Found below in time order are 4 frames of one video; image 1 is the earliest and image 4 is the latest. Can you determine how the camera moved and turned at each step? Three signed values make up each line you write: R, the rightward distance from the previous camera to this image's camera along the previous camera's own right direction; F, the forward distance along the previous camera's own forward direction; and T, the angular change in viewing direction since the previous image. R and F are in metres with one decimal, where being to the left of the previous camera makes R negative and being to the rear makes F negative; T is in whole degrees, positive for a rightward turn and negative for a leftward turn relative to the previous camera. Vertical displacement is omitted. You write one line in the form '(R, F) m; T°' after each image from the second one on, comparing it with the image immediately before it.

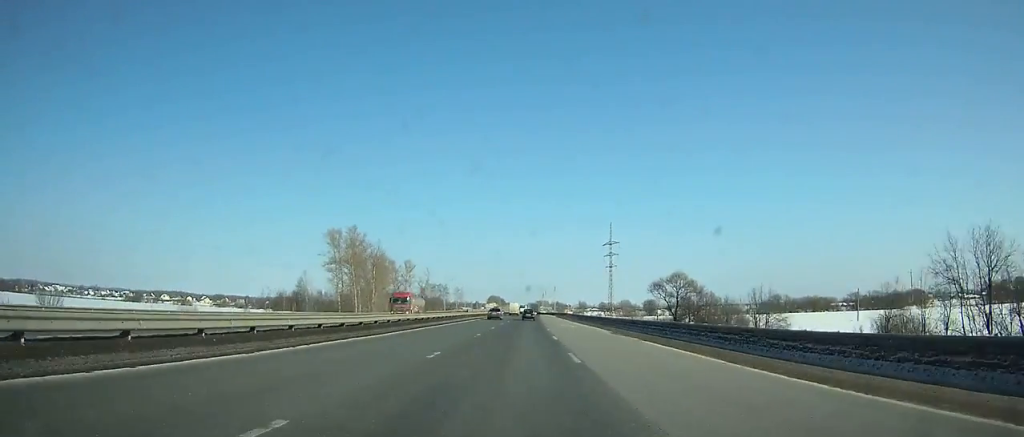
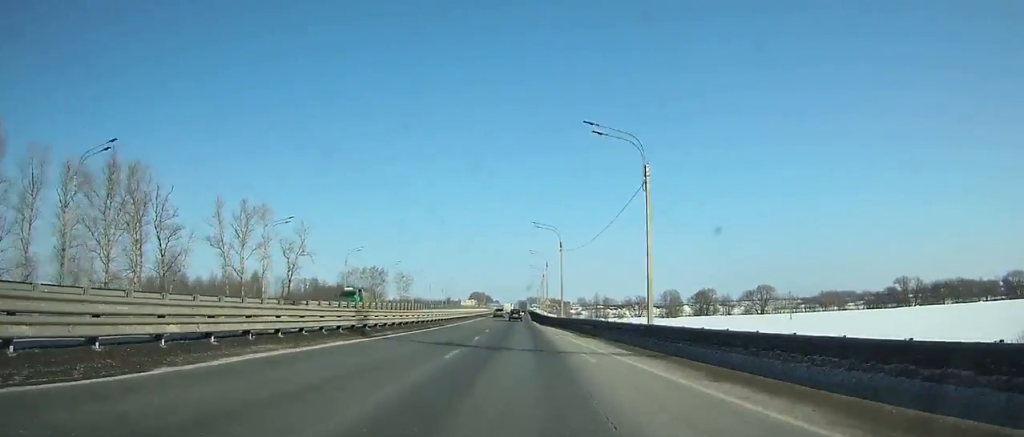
(+1.1, +156.5) m; 0°
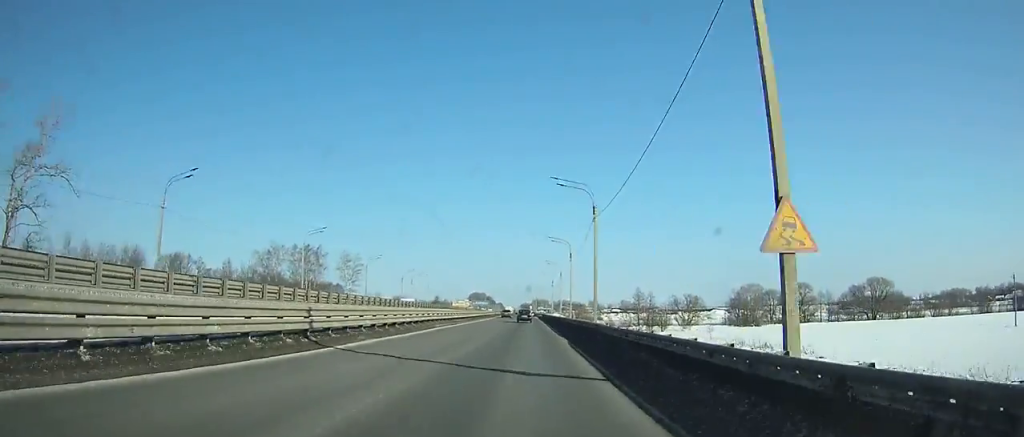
(-1.2, +84.9) m; -1°
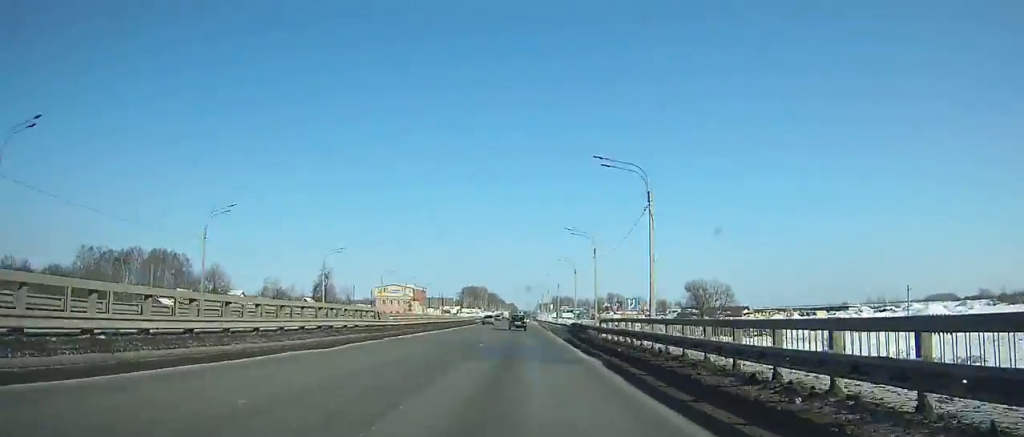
(-2.1, +236.1) m; -1°
